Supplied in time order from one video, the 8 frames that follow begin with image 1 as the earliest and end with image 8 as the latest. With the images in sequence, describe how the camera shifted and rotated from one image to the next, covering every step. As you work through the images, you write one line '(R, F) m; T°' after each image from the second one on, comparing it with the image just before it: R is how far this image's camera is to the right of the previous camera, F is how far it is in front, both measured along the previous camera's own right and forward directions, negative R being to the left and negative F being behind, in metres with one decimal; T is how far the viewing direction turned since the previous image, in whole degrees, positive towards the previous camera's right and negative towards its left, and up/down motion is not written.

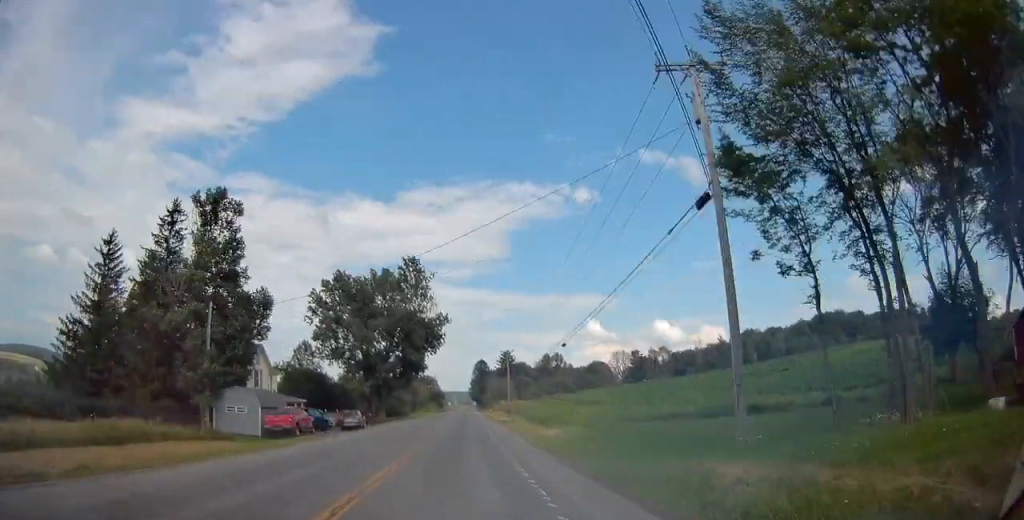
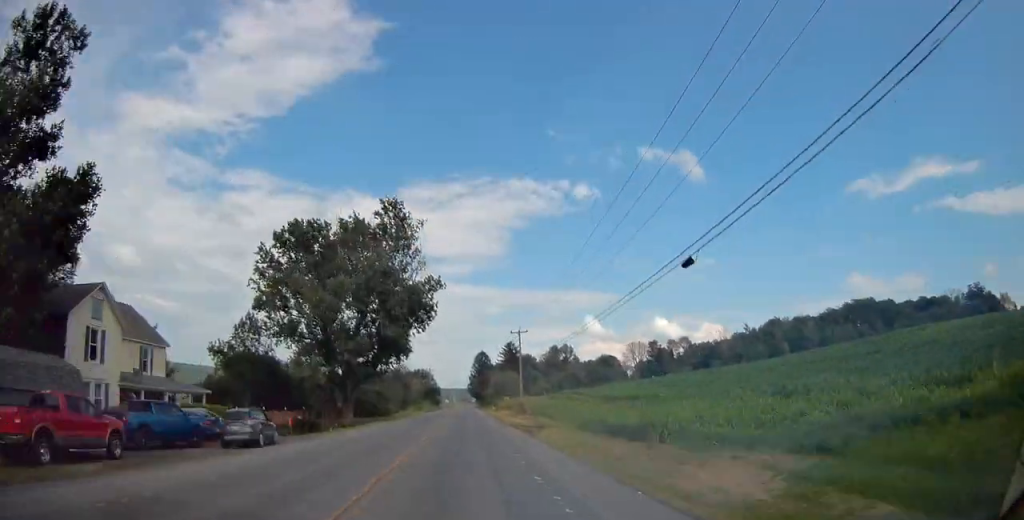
(-0.4, +24.3) m; 0°
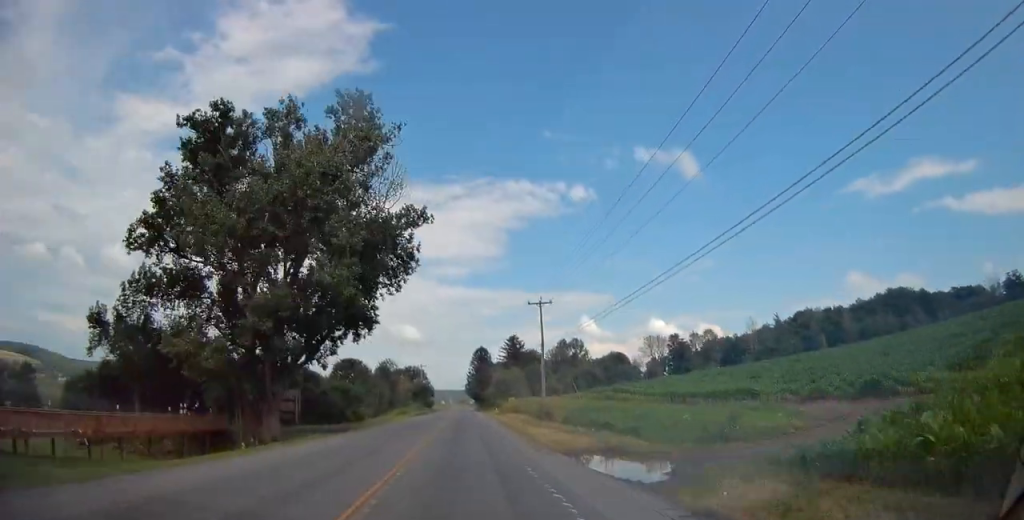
(+0.3, +24.4) m; +1°
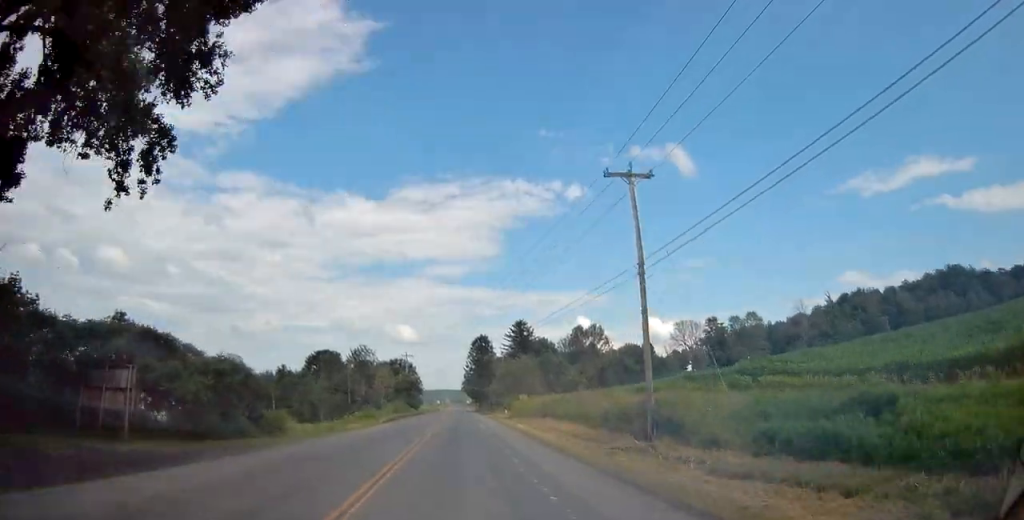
(+0.1, +32.2) m; 0°
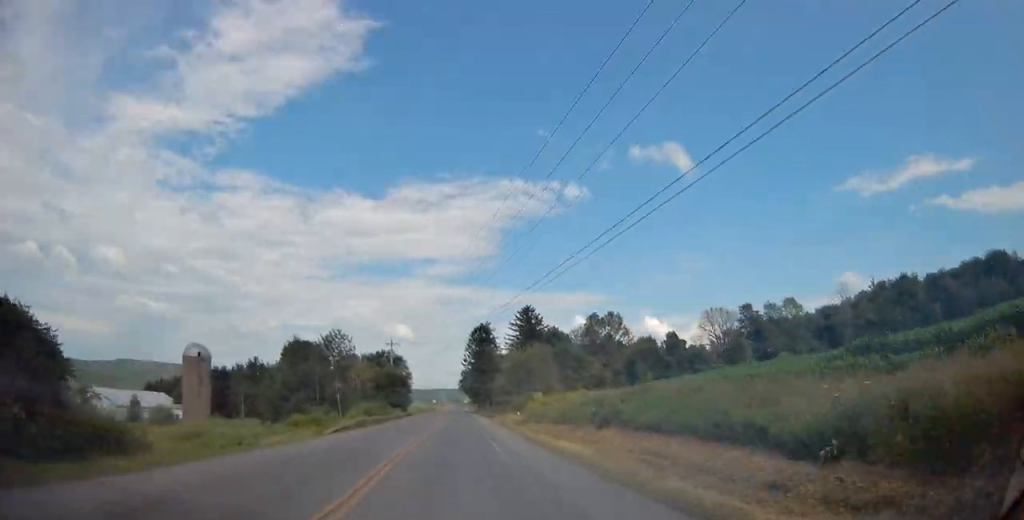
(0.0, +21.8) m; 0°
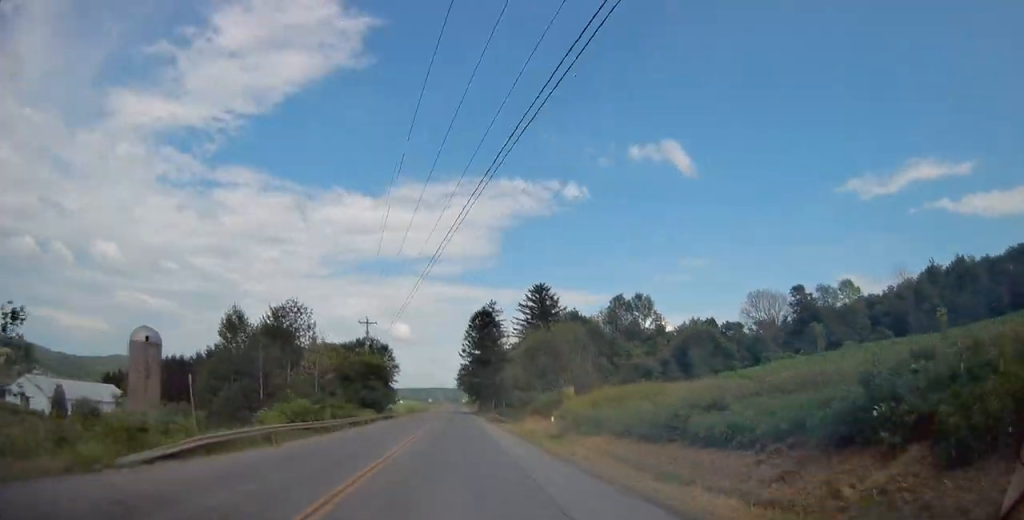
(0.0, +24.2) m; 0°
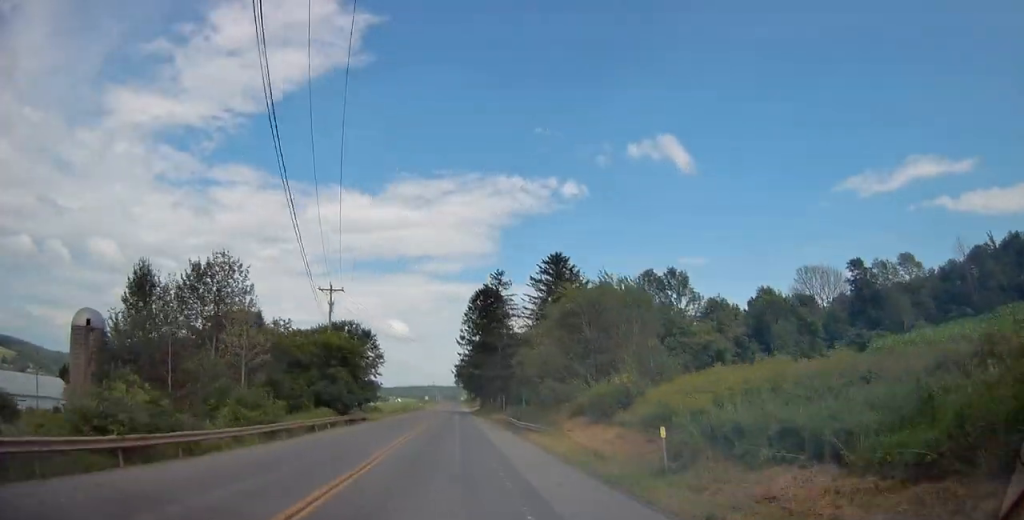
(0.0, +20.6) m; 0°
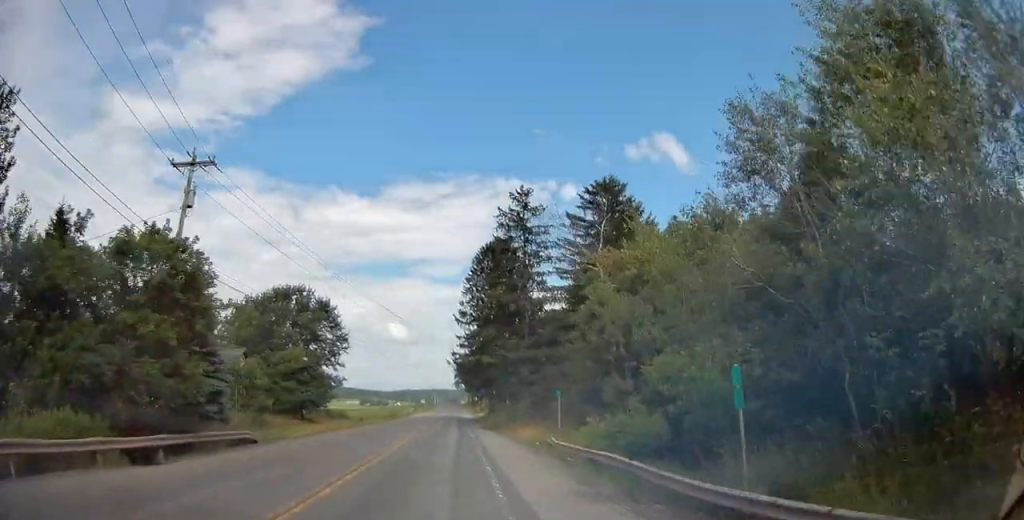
(0.0, +30.9) m; -1°
